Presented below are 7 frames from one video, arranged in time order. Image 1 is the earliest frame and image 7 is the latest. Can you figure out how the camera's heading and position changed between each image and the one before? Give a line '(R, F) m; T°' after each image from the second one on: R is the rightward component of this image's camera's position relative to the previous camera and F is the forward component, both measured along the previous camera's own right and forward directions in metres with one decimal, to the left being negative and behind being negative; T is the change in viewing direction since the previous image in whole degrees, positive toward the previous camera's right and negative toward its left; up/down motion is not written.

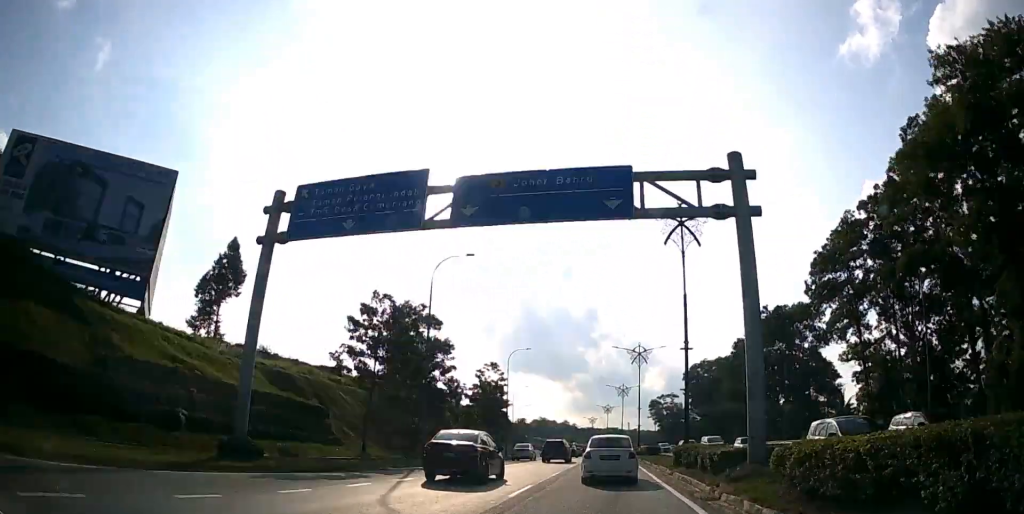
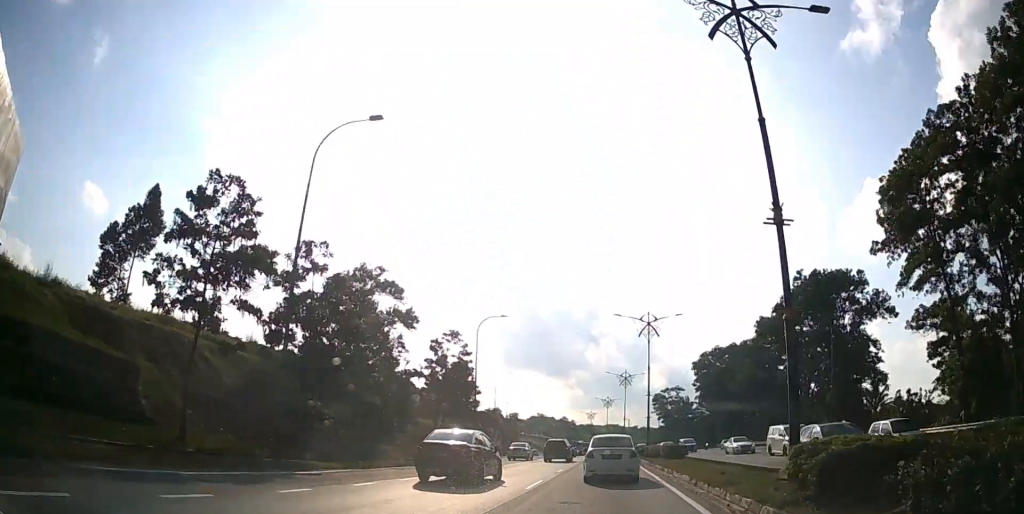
(0.0, +14.5) m; 0°
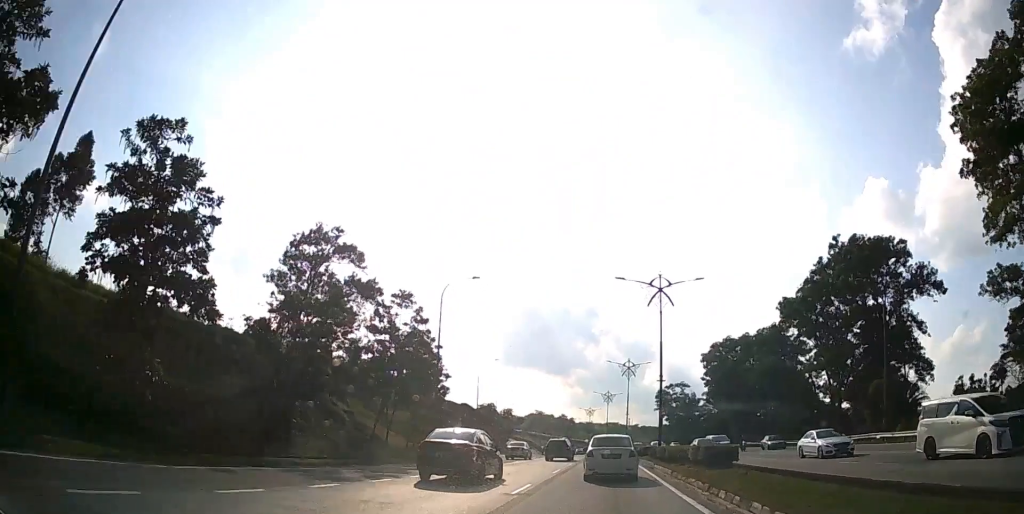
(0.0, +11.1) m; 0°
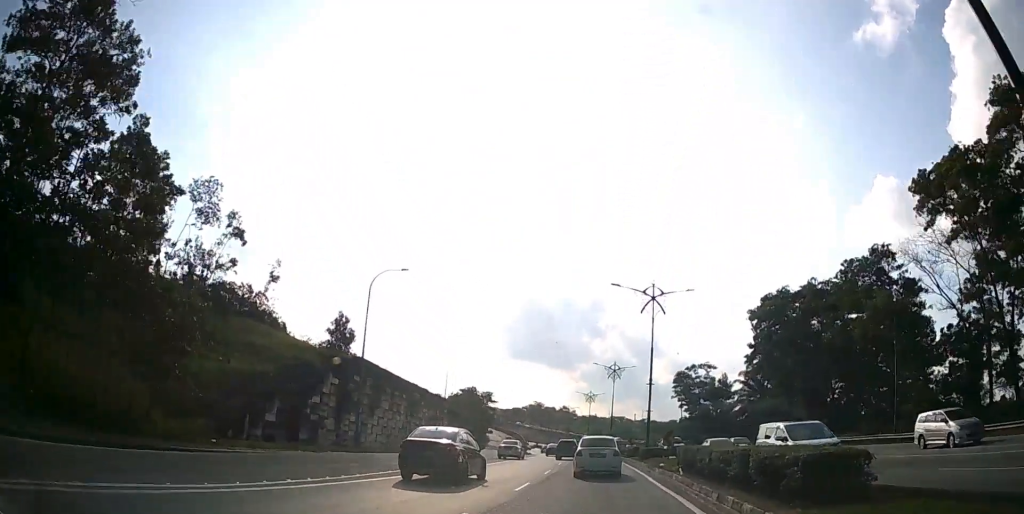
(-0.2, +34.4) m; -1°
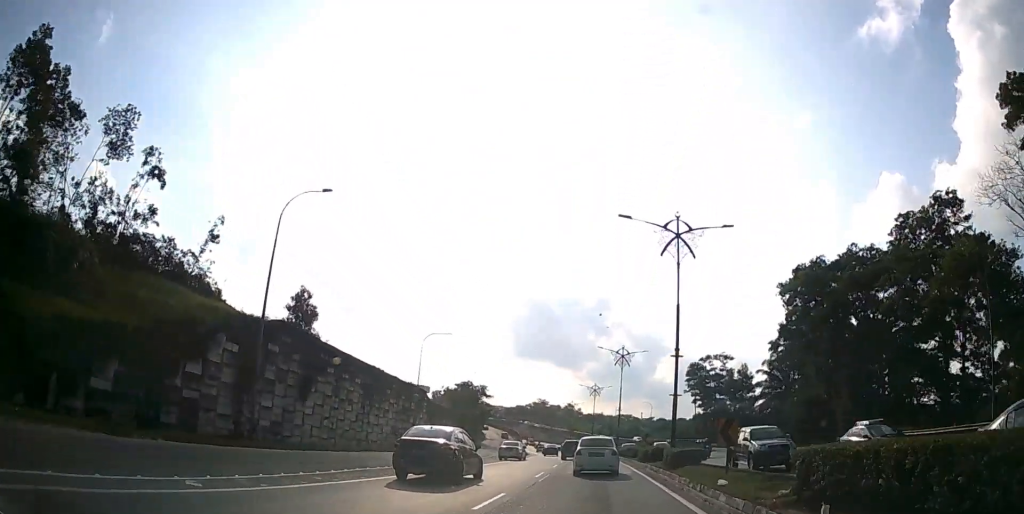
(0.0, +12.8) m; -1°
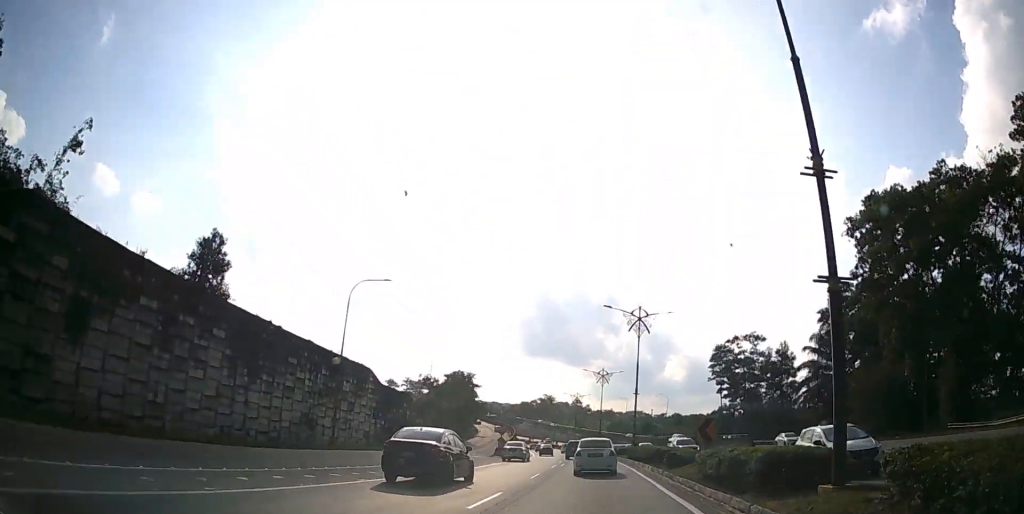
(-0.2, +19.0) m; -1°
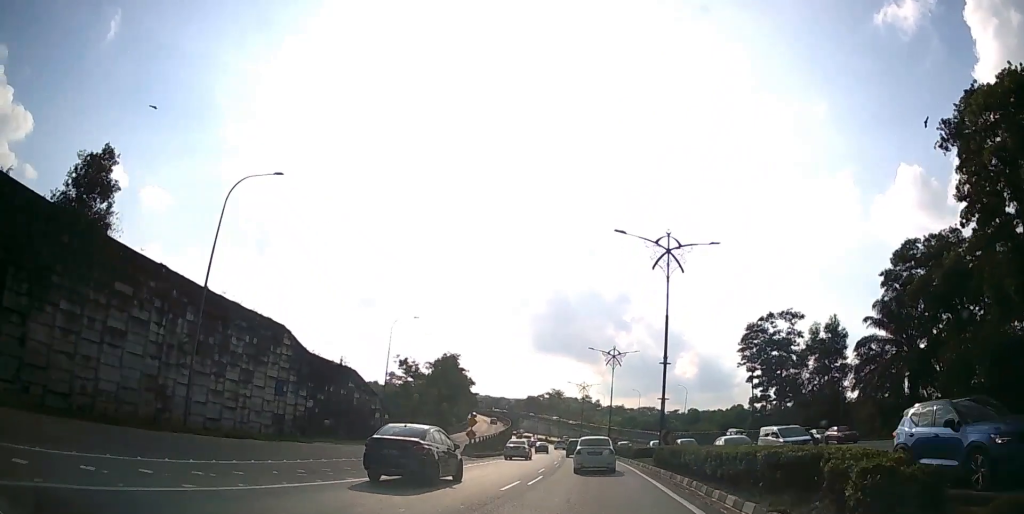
(-0.2, +16.7) m; -2°
